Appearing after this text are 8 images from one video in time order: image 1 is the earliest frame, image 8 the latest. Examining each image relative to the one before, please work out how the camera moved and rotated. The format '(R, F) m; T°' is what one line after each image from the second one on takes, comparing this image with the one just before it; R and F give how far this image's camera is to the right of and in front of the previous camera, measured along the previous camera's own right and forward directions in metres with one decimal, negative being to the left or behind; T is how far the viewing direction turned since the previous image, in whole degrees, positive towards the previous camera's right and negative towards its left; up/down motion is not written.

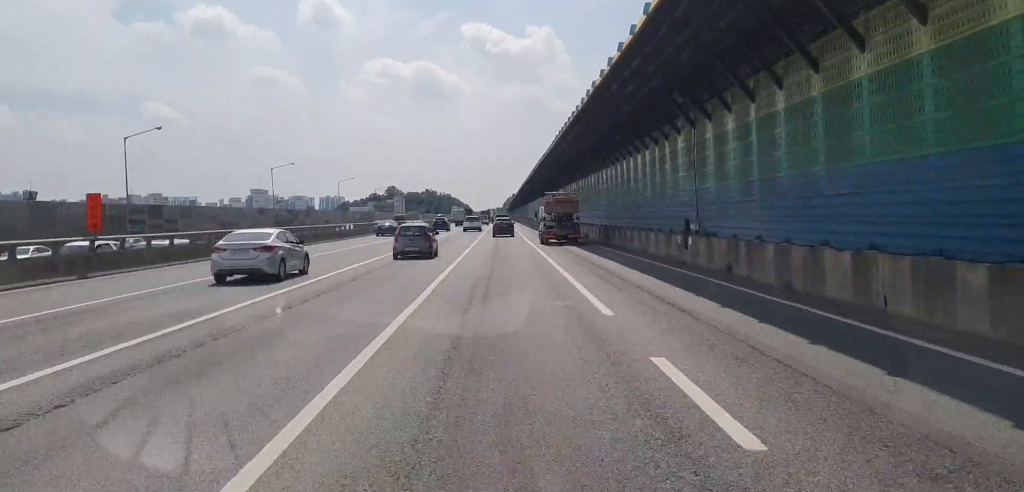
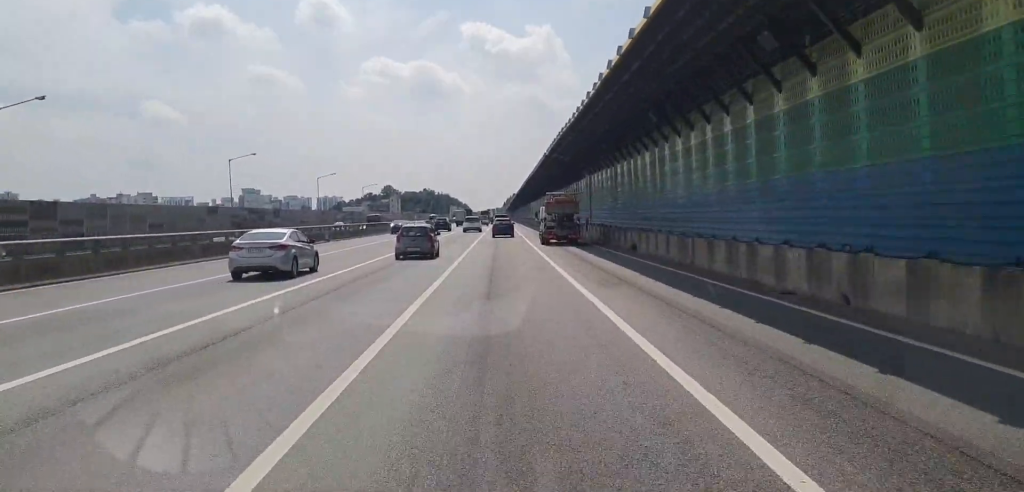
(+0.8, +19.8) m; +1°
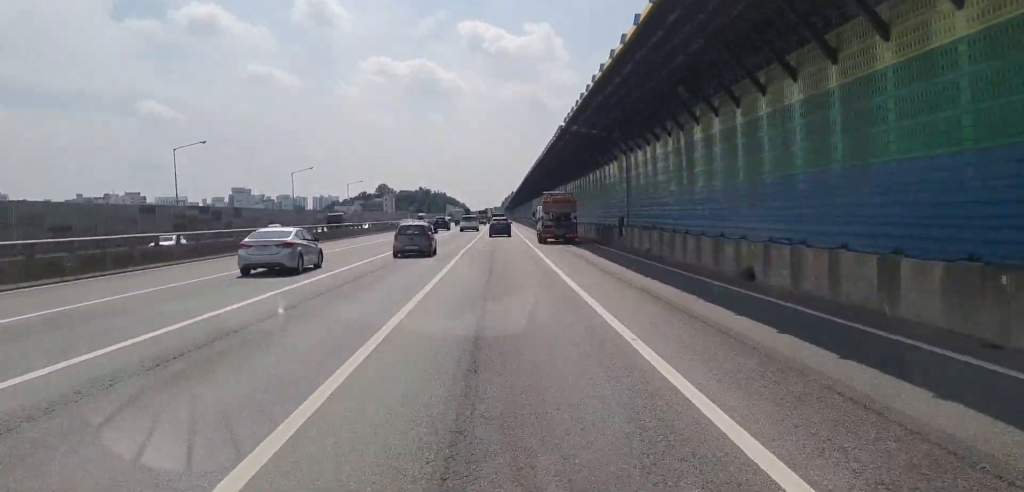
(-0.3, +17.3) m; -1°
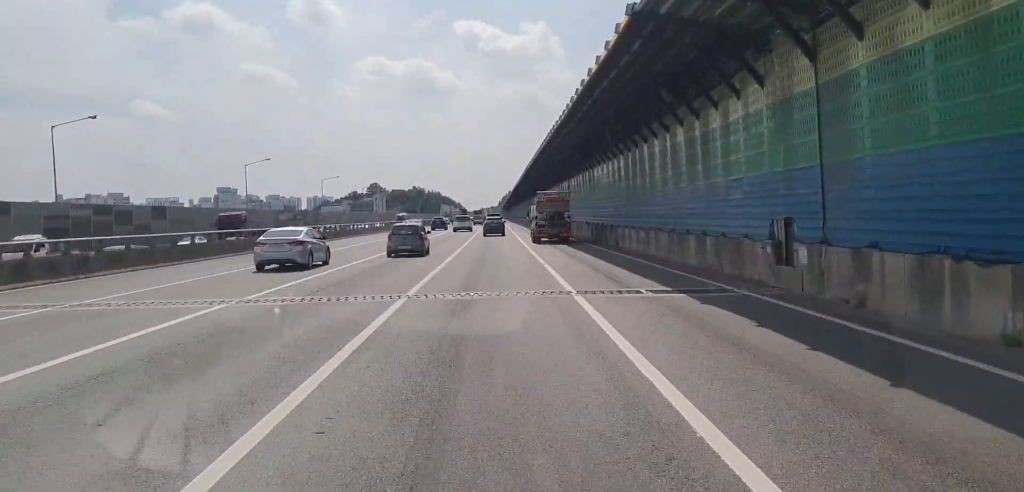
(-0.2, +23.9) m; 0°
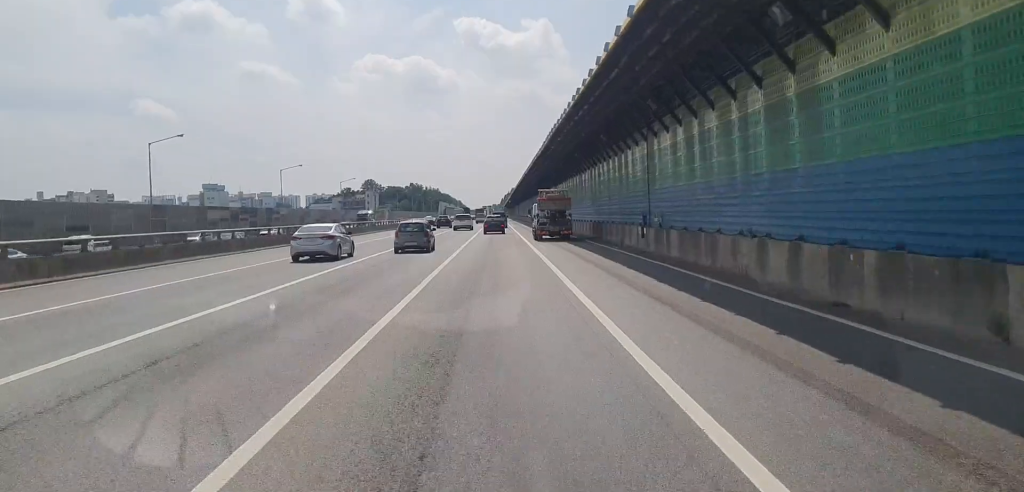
(+0.1, +33.7) m; 0°
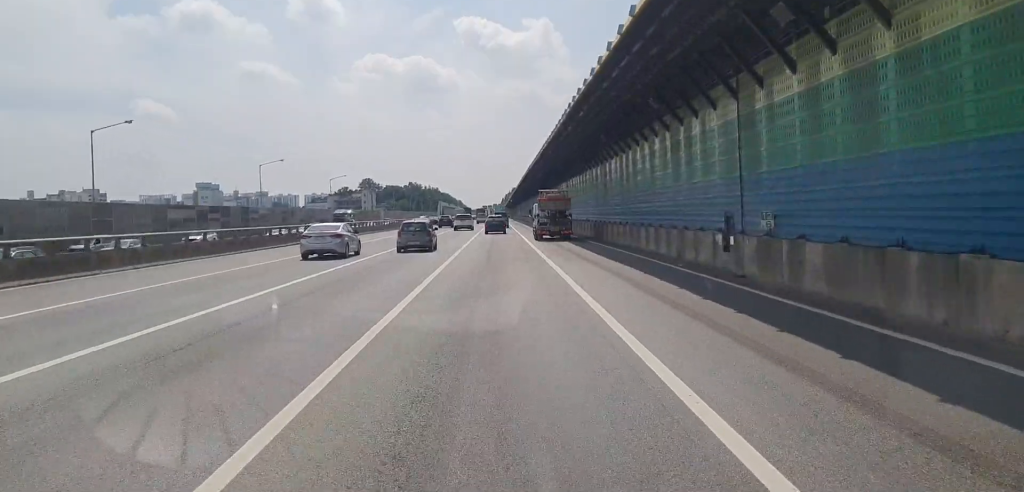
(0.0, +12.0) m; 0°
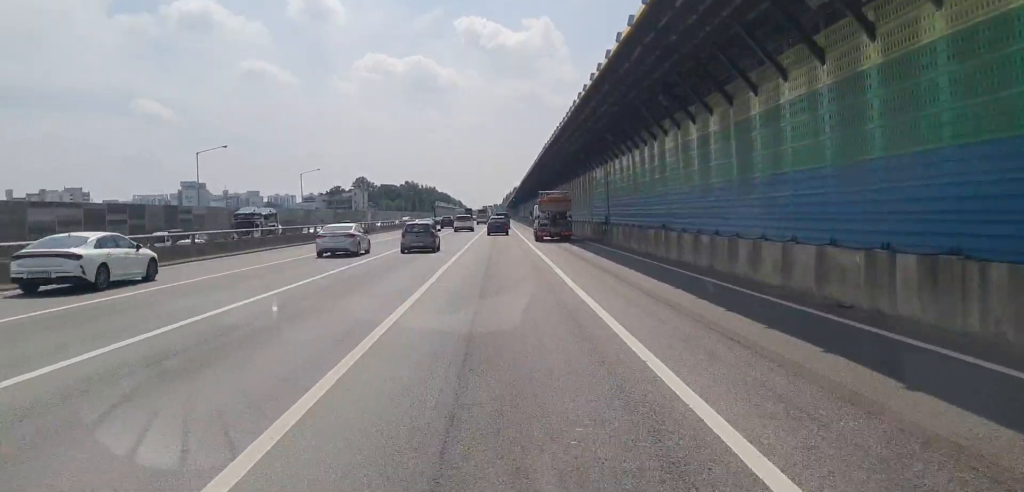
(+0.3, +25.5) m; +1°
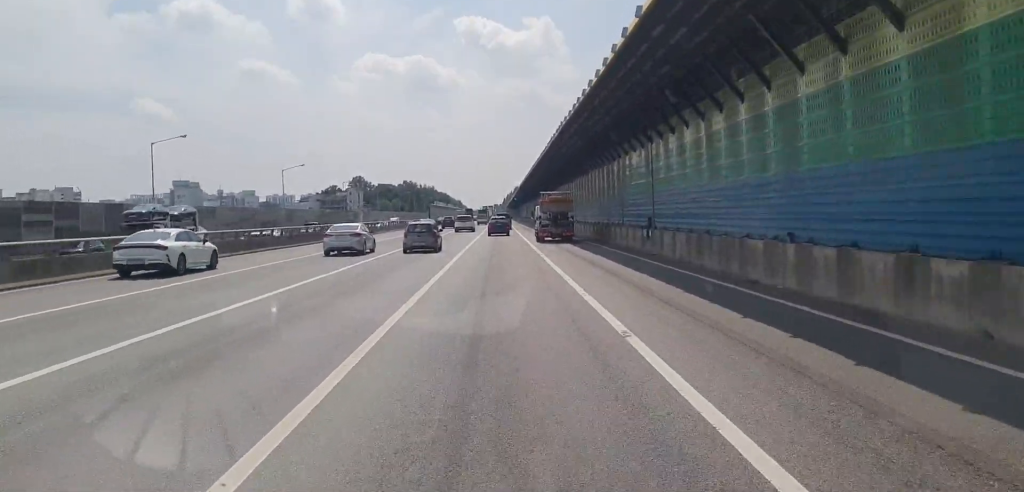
(+0.2, +12.8) m; 0°
